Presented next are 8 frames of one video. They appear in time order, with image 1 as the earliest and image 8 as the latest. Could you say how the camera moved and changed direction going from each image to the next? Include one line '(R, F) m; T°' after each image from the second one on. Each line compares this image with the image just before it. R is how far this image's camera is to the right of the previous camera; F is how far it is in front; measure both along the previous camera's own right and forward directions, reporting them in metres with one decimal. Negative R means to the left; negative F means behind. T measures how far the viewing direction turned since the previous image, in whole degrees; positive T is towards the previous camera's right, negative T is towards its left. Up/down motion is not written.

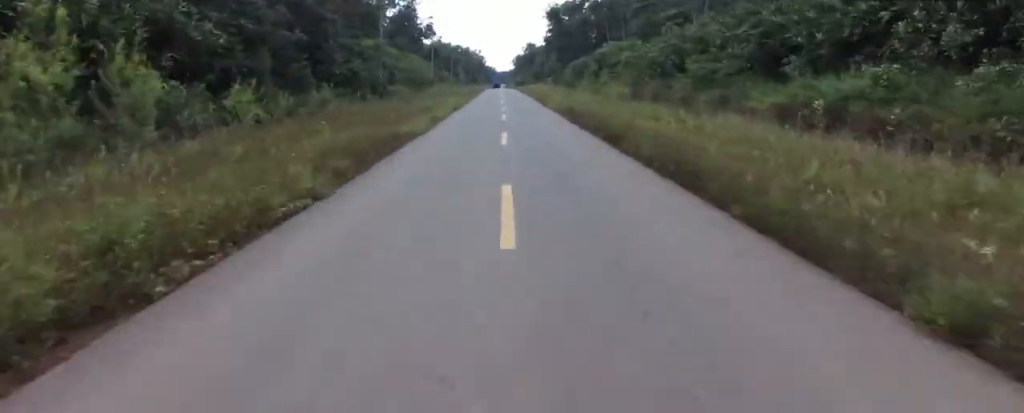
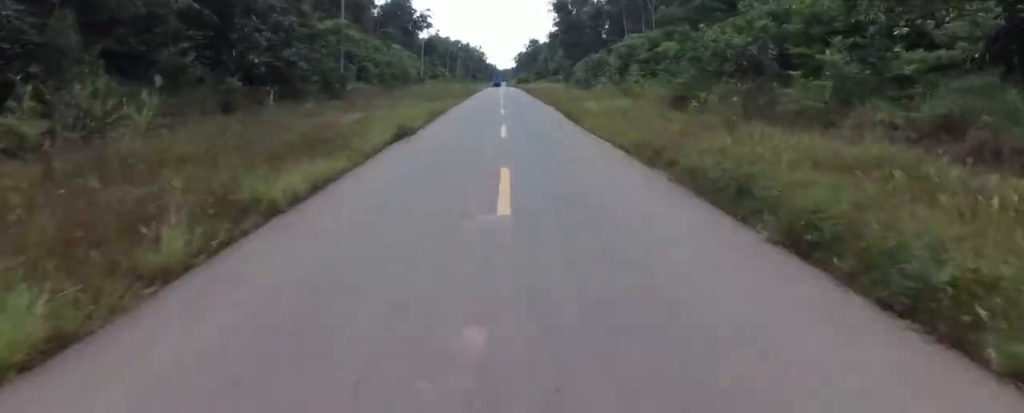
(+0.2, +15.2) m; -1°
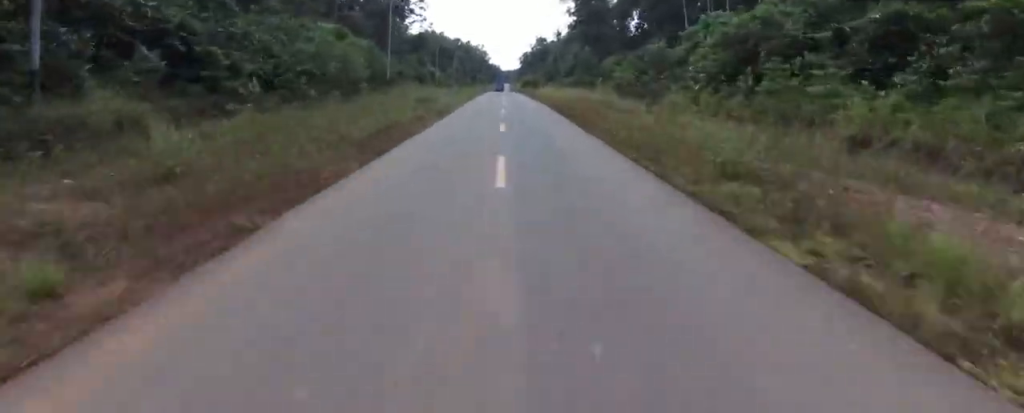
(-1.3, +30.6) m; -2°
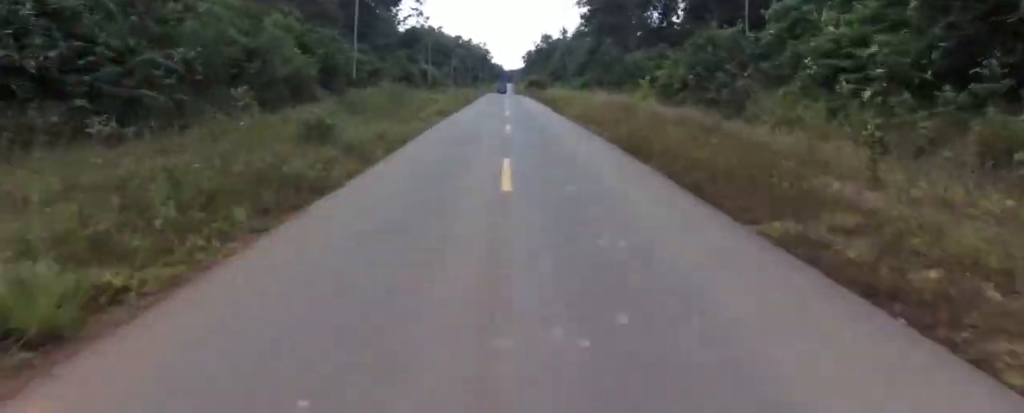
(0.0, +16.0) m; +1°
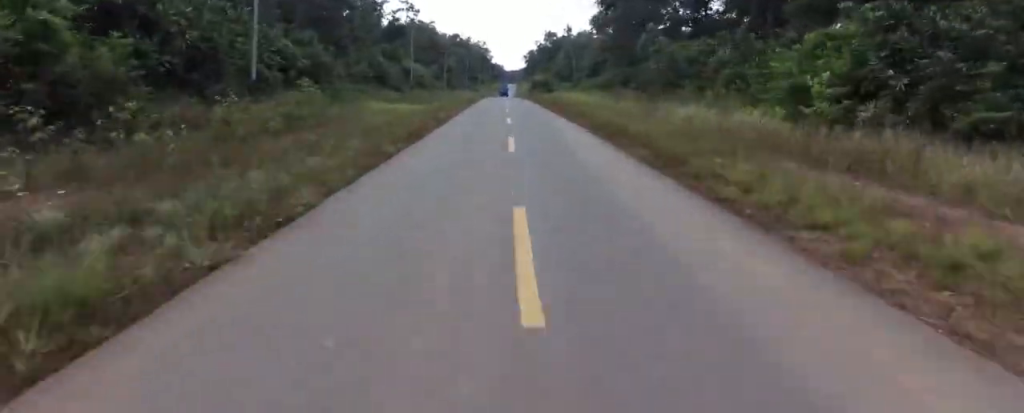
(+0.8, +20.9) m; +1°
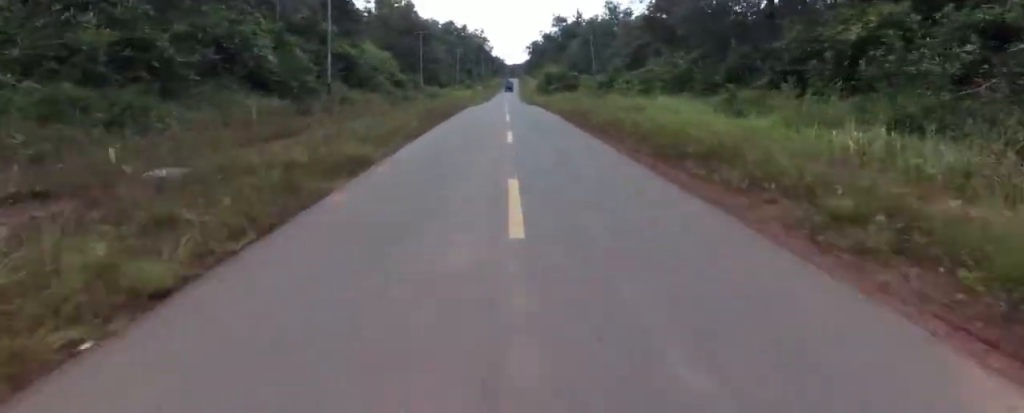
(-1.0, +38.2) m; -3°
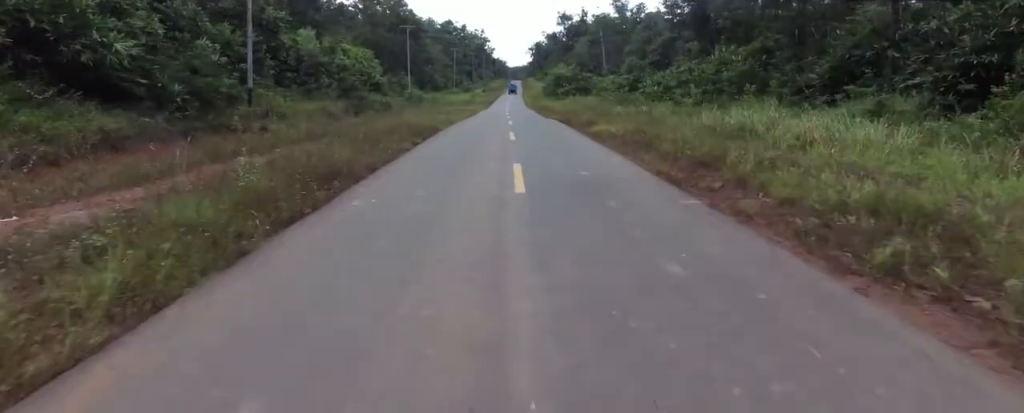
(-0.2, +14.0) m; -1°
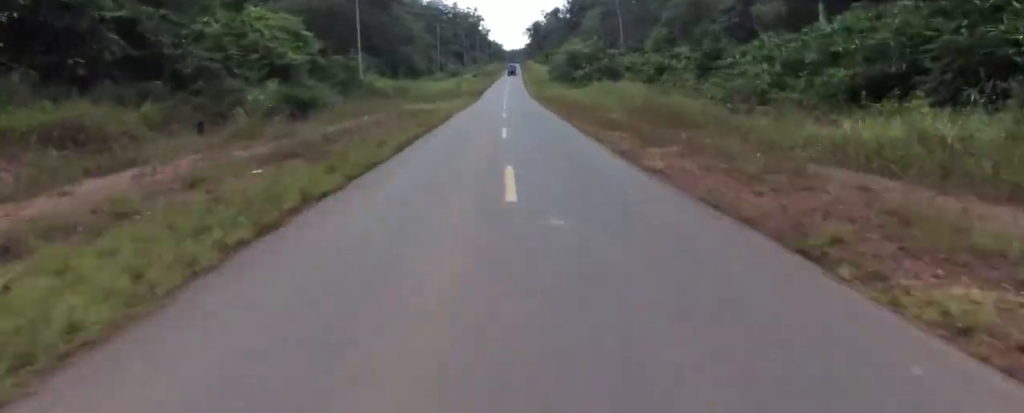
(-0.5, +25.0) m; 0°
